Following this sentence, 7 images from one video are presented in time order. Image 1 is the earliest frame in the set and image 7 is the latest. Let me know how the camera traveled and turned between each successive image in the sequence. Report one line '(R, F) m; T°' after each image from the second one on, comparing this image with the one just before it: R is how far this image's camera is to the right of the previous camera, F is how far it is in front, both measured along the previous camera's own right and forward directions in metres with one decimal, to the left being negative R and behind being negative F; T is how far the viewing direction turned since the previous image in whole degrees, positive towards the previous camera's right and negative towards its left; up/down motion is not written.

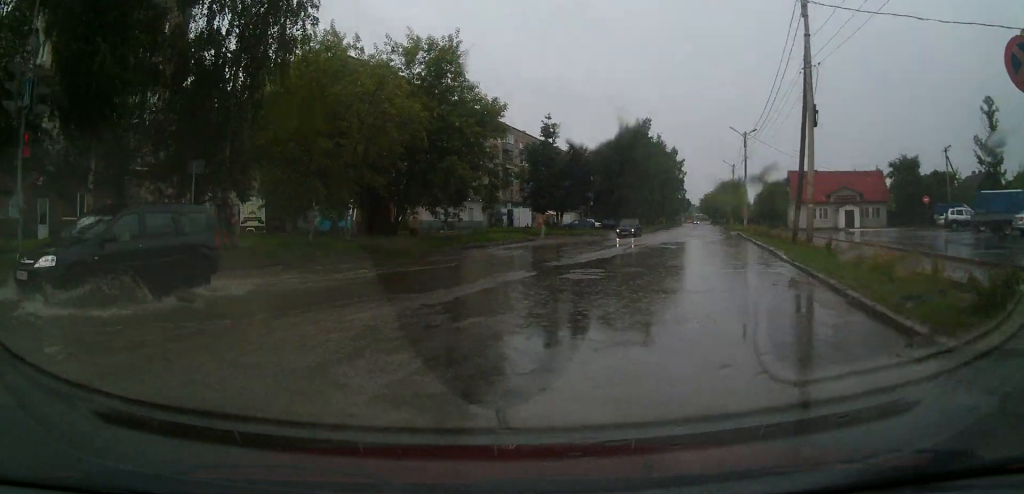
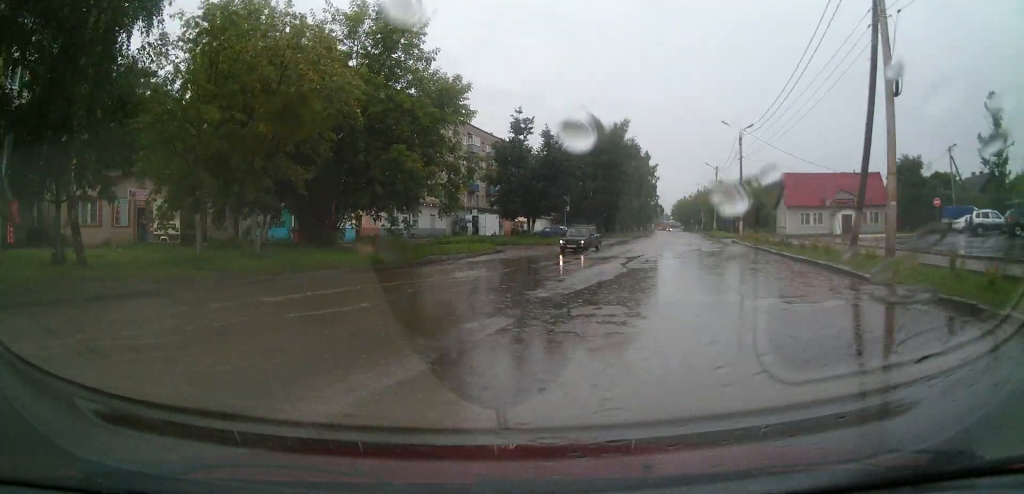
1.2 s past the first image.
(0.0, +6.0) m; 0°
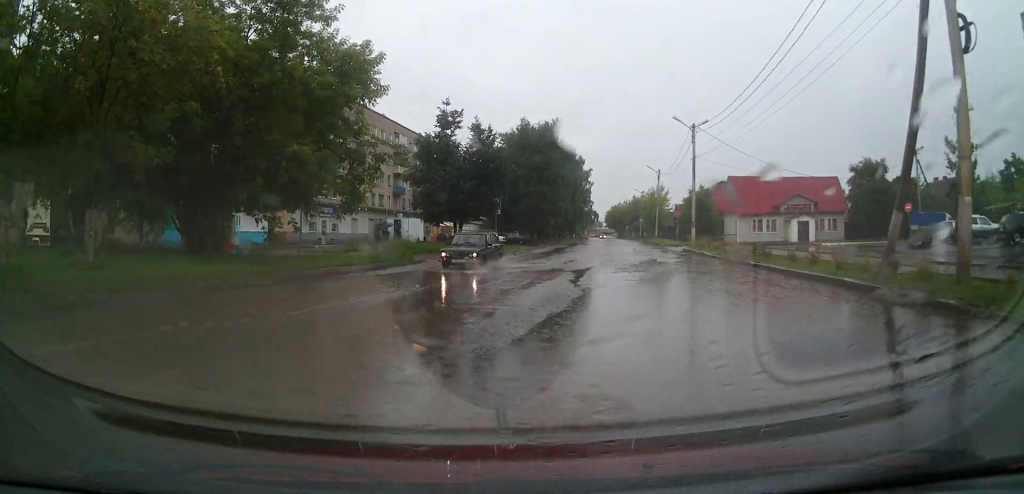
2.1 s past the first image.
(0.0, +5.1) m; 0°
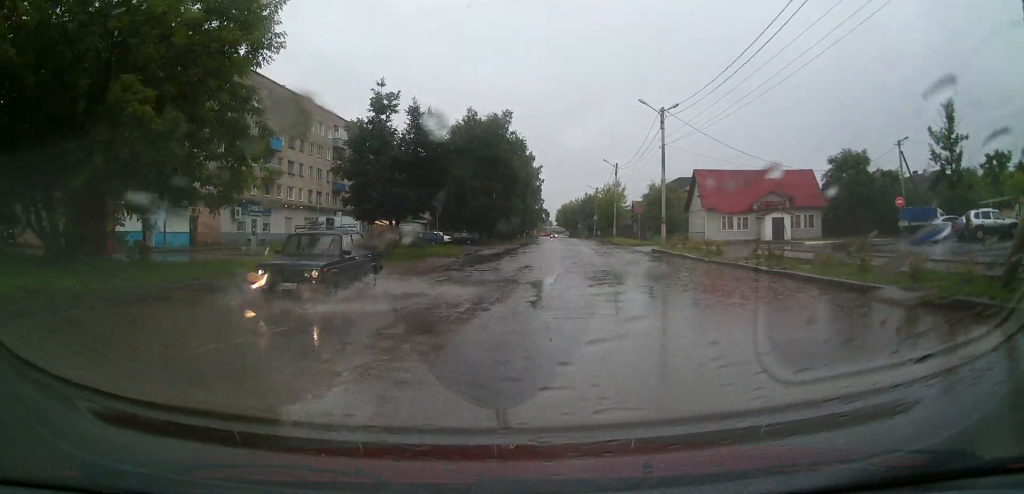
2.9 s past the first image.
(0.0, +5.3) m; 0°
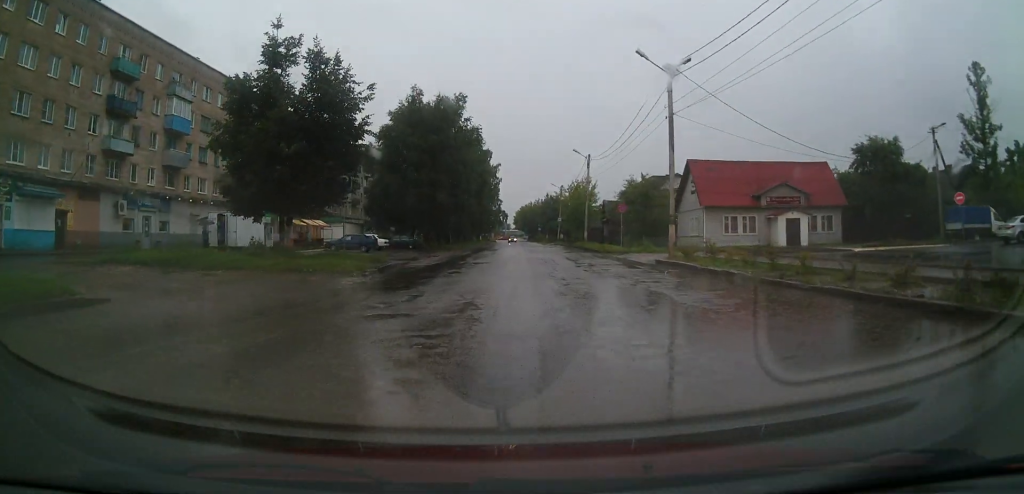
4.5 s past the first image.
(+0.1, +10.6) m; +3°
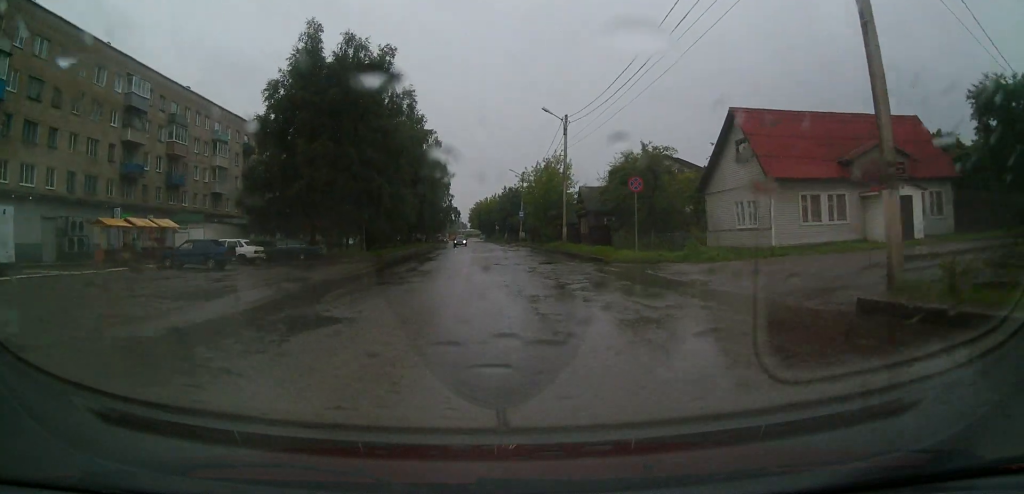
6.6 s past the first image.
(+0.7, +17.0) m; +4°
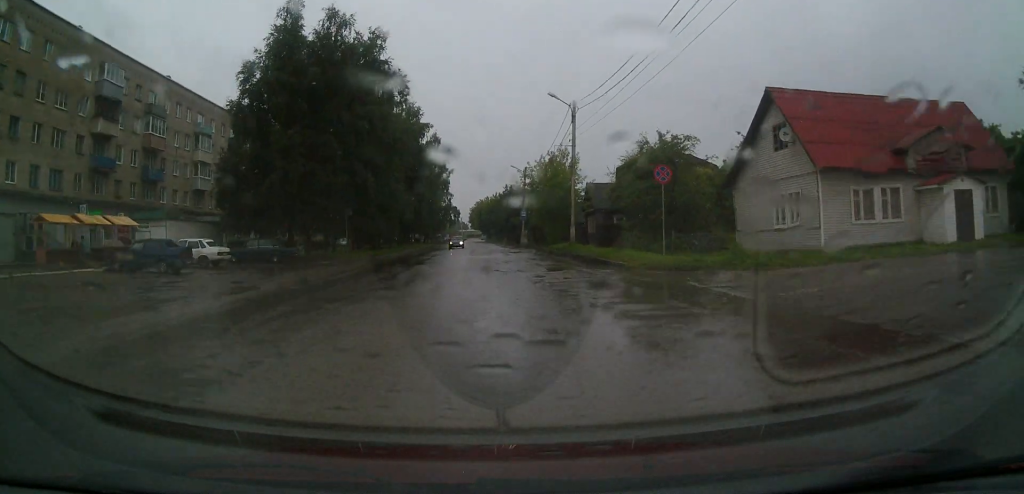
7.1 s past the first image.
(+0.1, +4.2) m; +1°
